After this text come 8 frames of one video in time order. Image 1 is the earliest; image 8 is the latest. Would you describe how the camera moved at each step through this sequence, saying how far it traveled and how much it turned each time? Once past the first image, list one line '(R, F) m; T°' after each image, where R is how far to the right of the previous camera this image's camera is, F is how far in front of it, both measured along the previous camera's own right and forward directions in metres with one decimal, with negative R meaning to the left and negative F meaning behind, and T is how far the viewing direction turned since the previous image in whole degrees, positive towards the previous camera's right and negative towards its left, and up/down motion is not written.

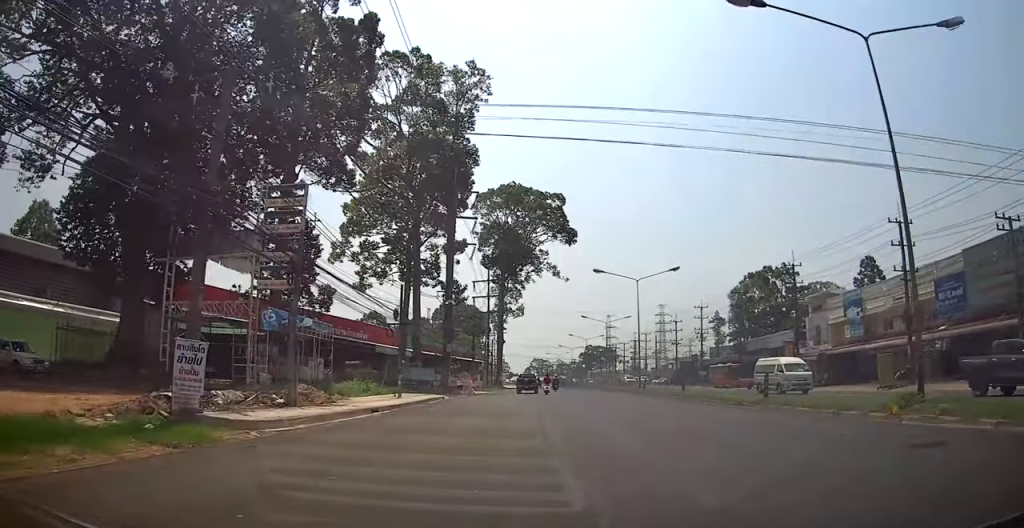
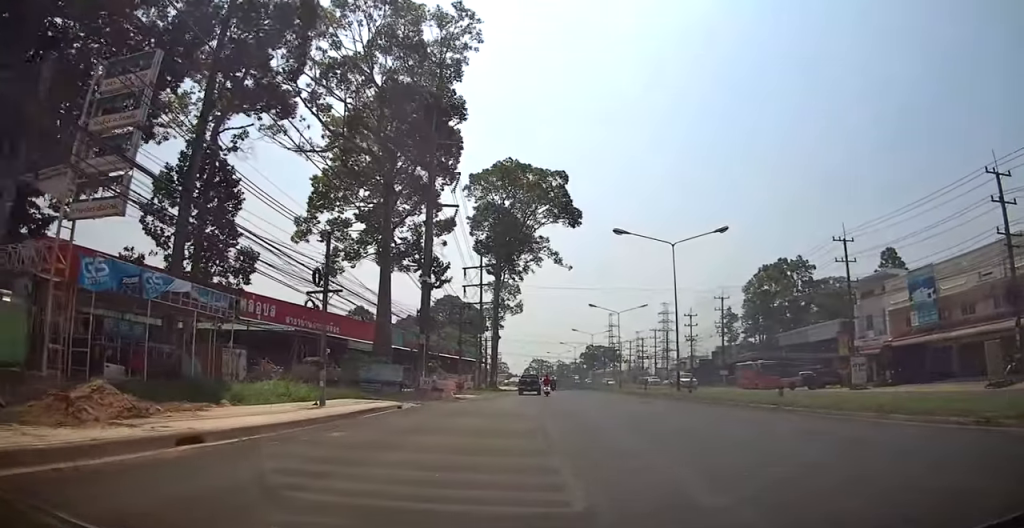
(-0.2, +10.2) m; -1°
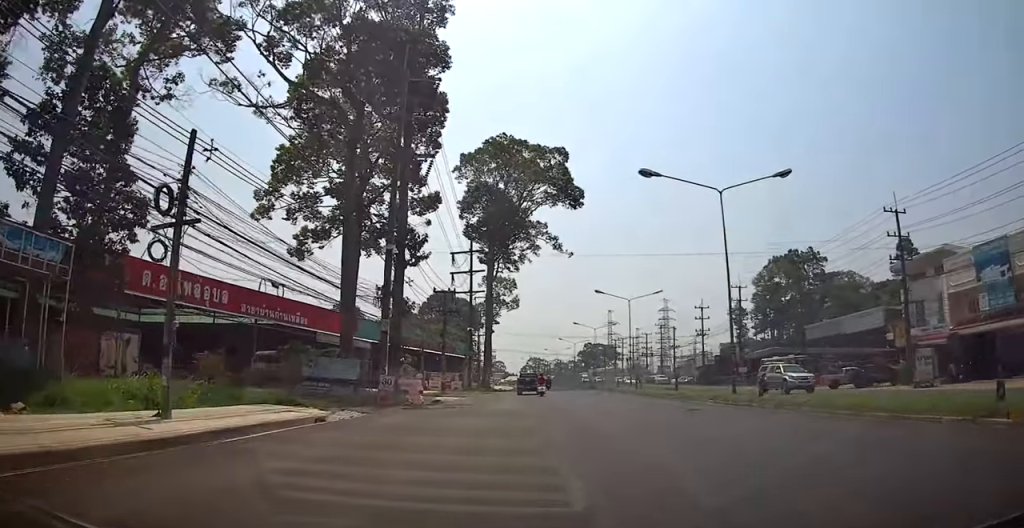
(-0.1, +8.4) m; +1°
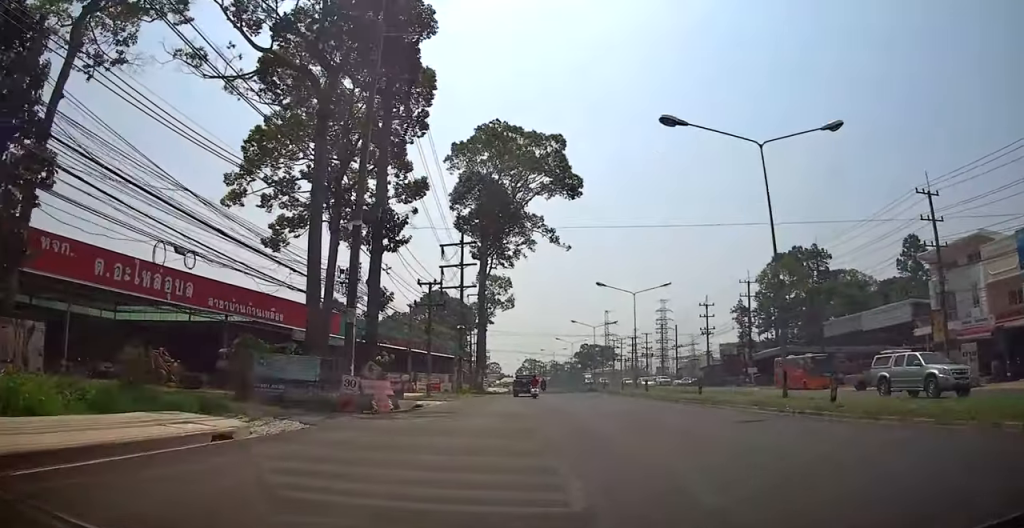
(+0.1, +4.8) m; 0°
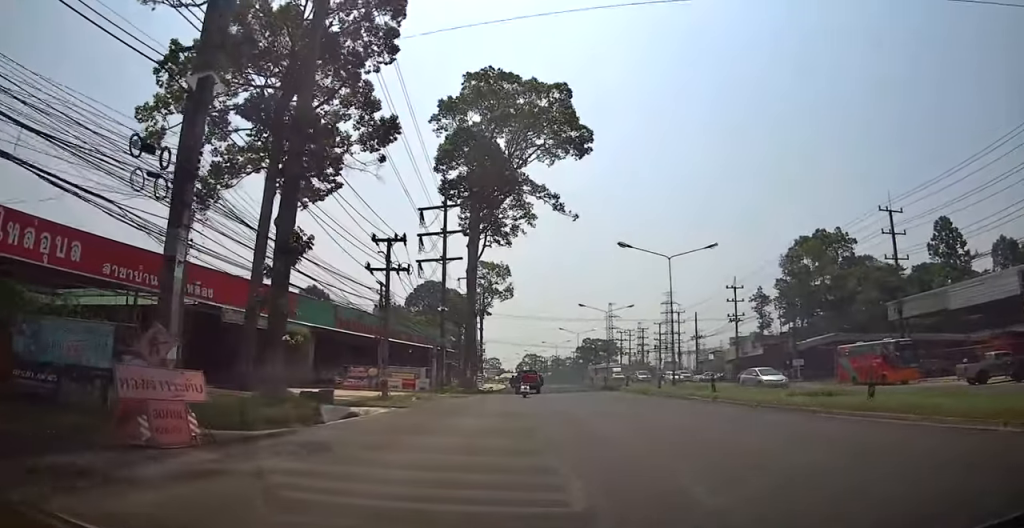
(+0.1, +12.9) m; +1°
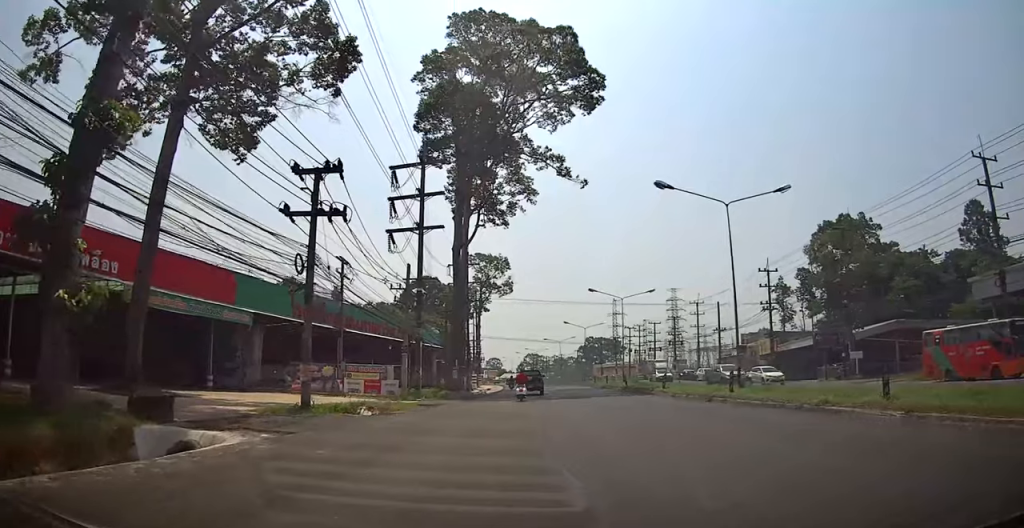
(0.0, +11.6) m; 0°
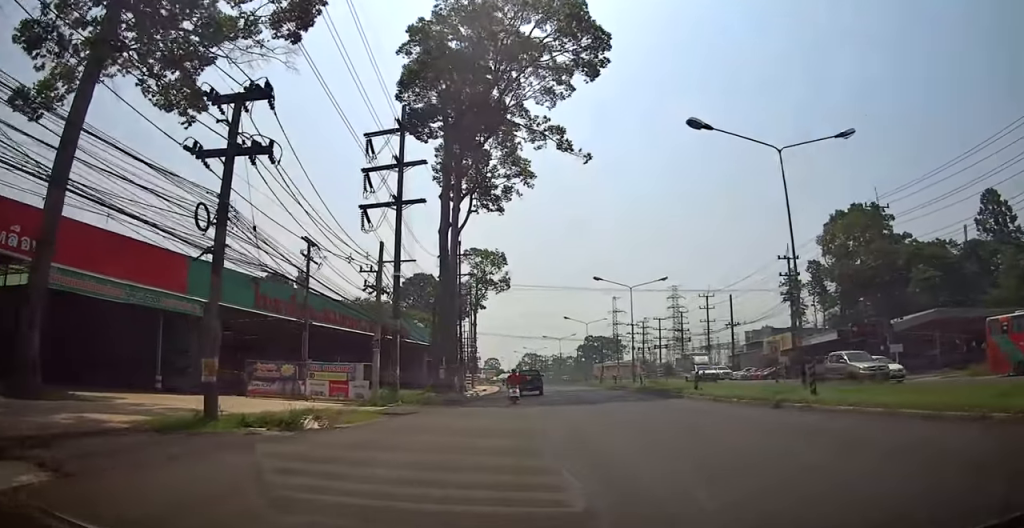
(0.0, +6.5) m; 0°
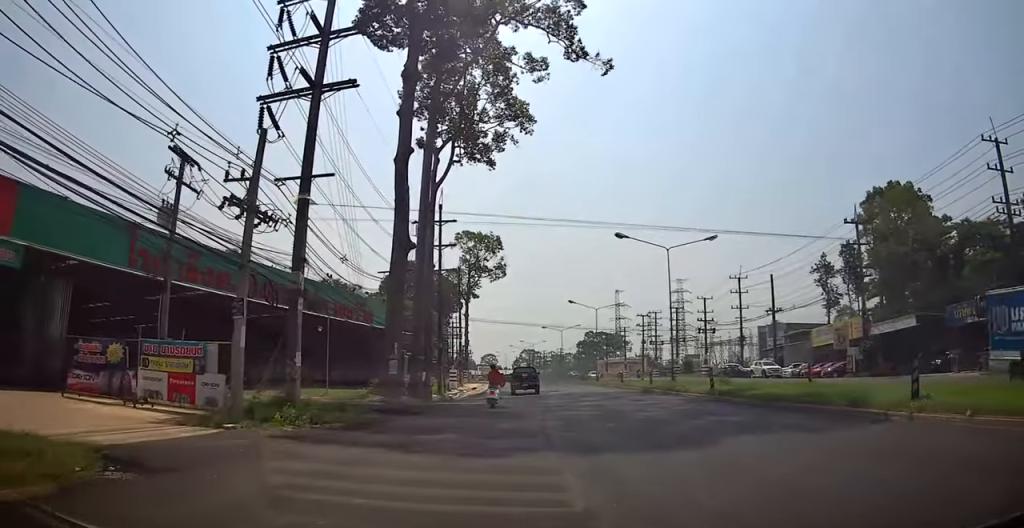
(0.0, +15.3) m; 0°
